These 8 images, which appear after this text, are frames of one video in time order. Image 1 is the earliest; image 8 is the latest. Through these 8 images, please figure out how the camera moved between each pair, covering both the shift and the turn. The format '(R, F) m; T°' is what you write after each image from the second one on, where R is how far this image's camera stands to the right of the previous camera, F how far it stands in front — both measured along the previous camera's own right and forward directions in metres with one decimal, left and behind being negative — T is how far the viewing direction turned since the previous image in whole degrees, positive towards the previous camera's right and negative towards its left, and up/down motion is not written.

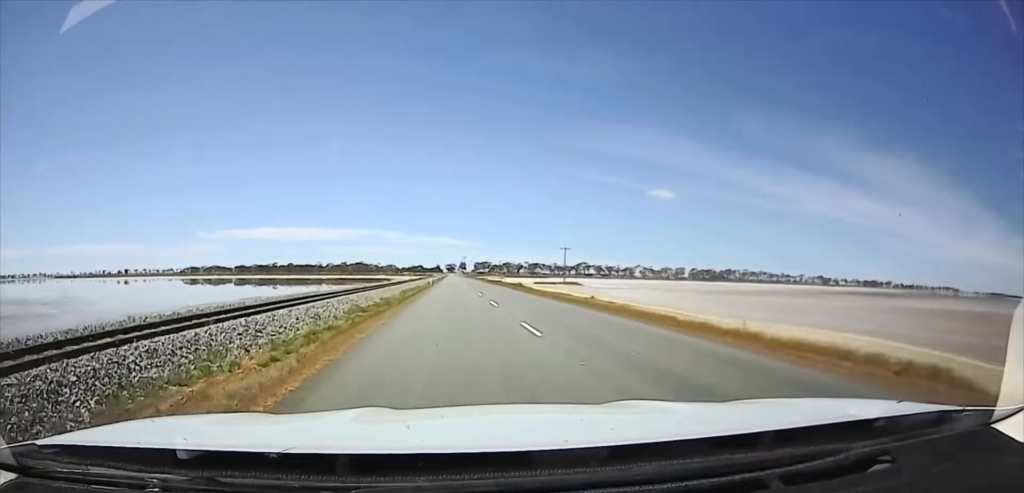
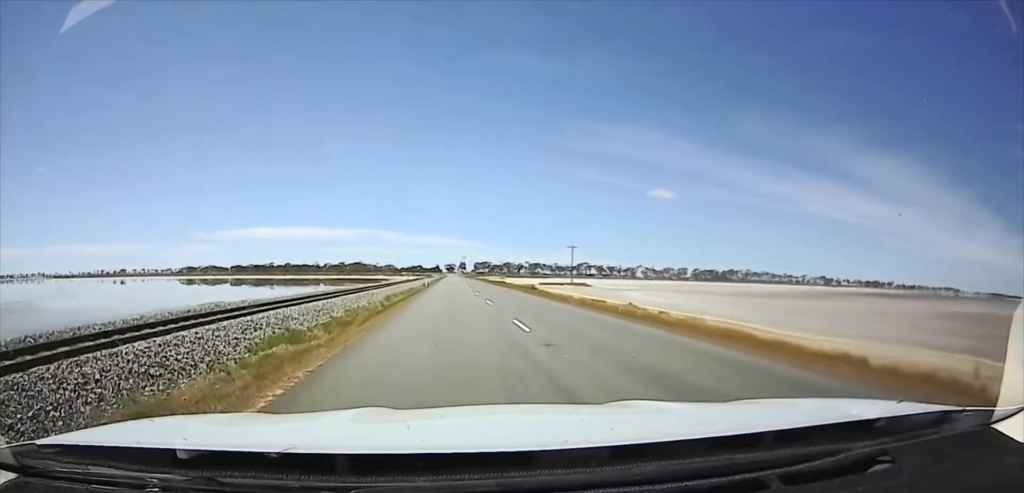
(0.0, +12.5) m; +1°
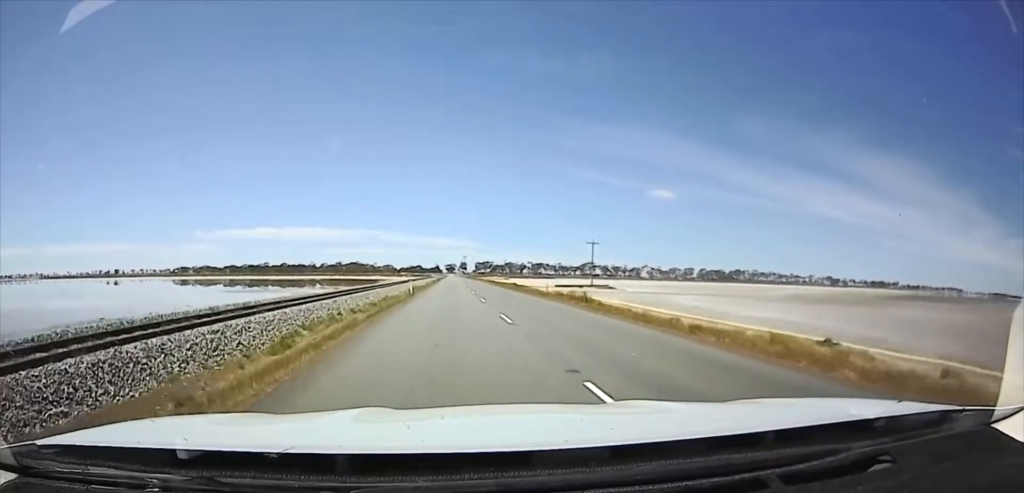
(+0.6, +27.0) m; +1°
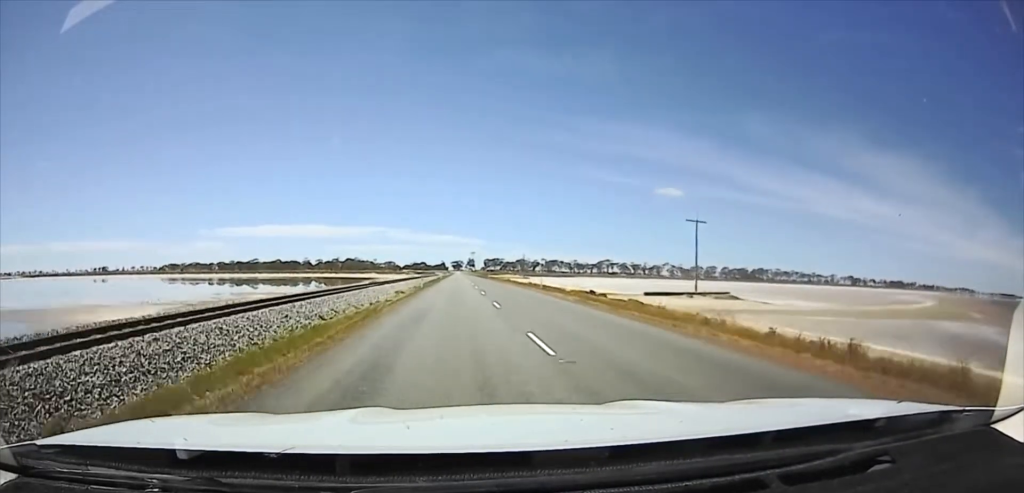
(-0.2, +72.3) m; 0°
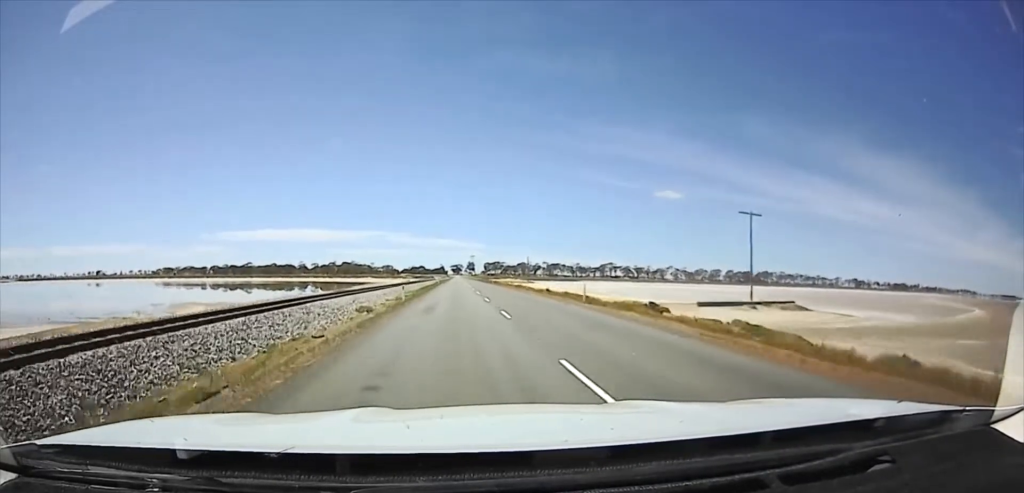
(0.0, +17.4) m; 0°
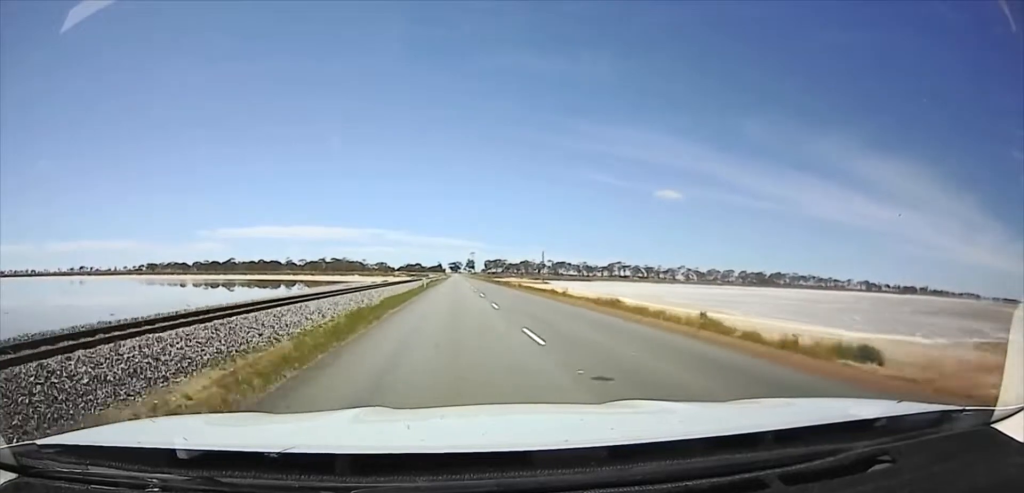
(0.0, +43.2) m; 0°
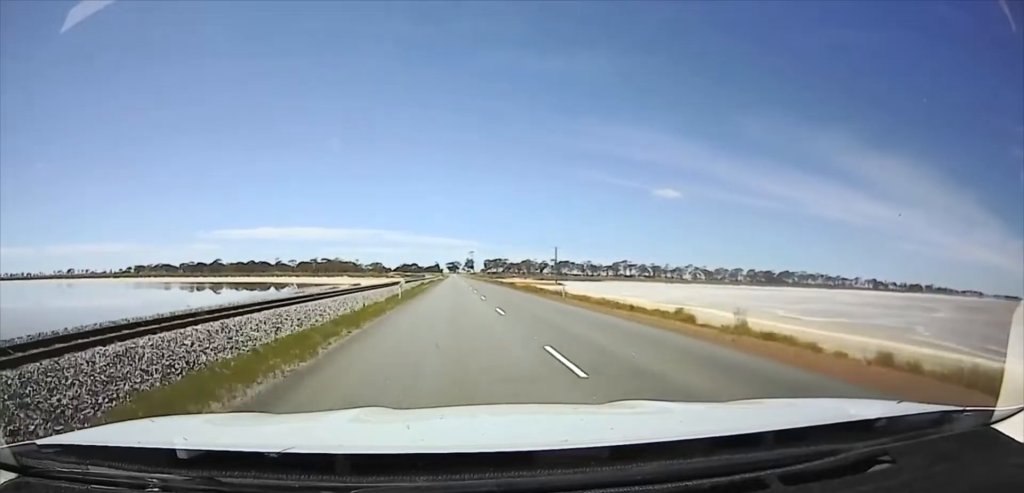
(0.0, +21.8) m; 0°
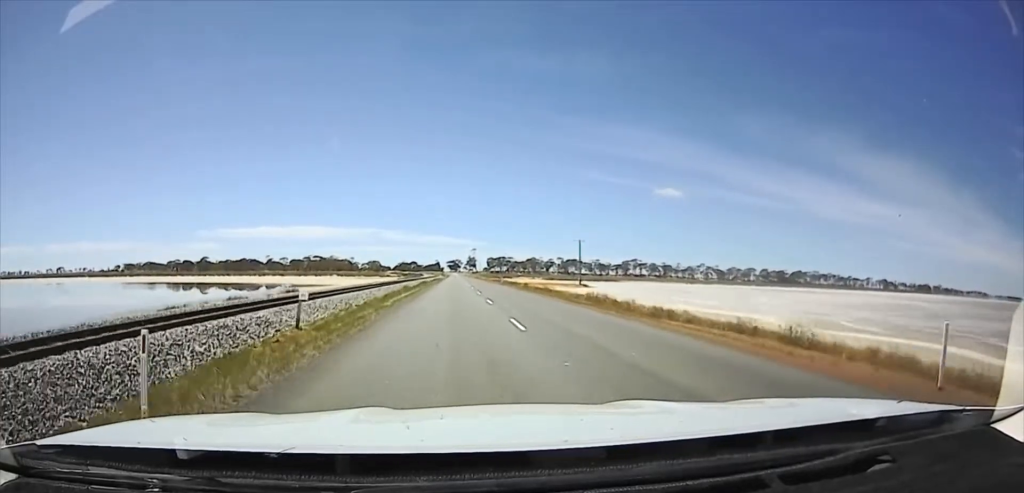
(0.0, +20.5) m; 0°
